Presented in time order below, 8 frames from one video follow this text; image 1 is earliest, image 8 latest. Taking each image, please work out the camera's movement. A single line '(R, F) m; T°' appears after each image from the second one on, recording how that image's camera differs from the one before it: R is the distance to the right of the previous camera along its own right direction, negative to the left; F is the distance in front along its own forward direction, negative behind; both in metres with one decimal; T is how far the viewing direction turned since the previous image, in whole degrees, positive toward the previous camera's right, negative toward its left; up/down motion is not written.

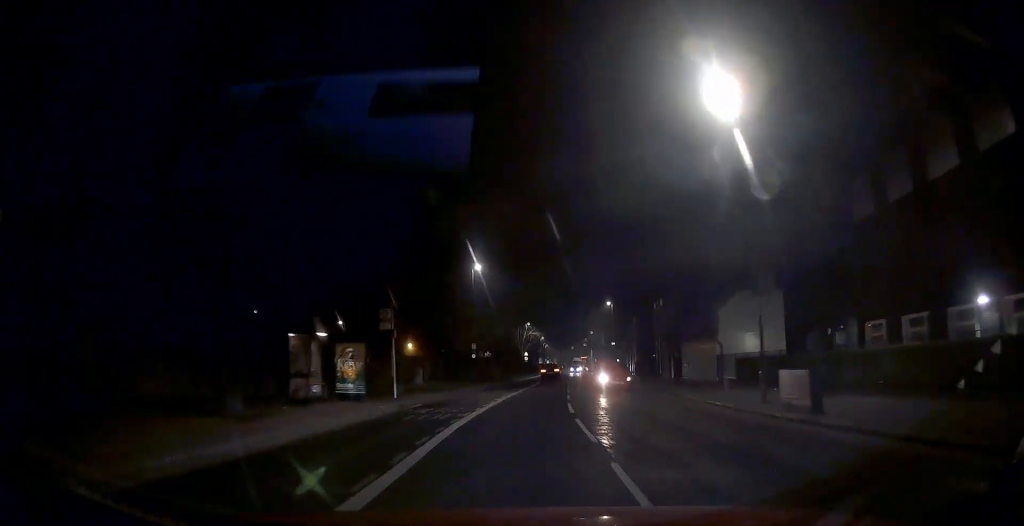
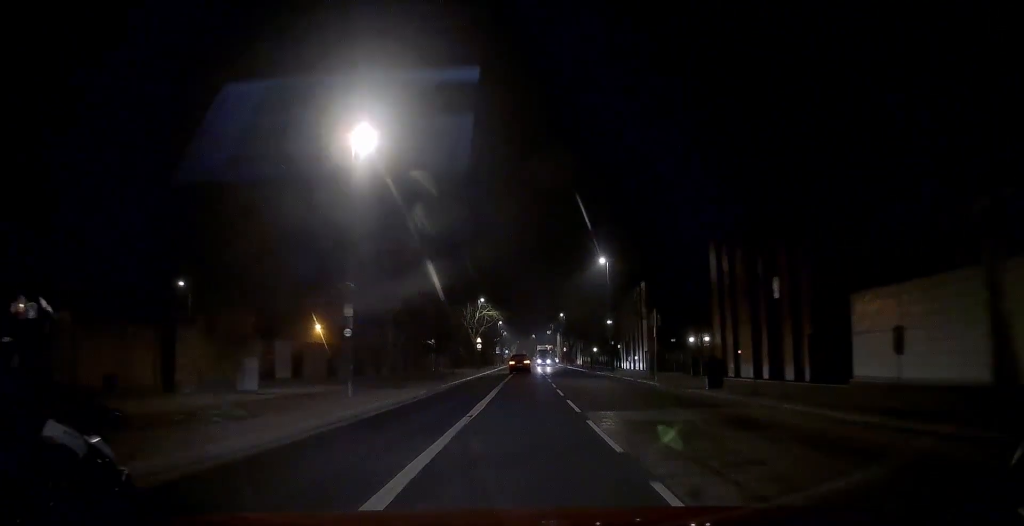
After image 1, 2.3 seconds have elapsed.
(+0.9, +28.4) m; +4°
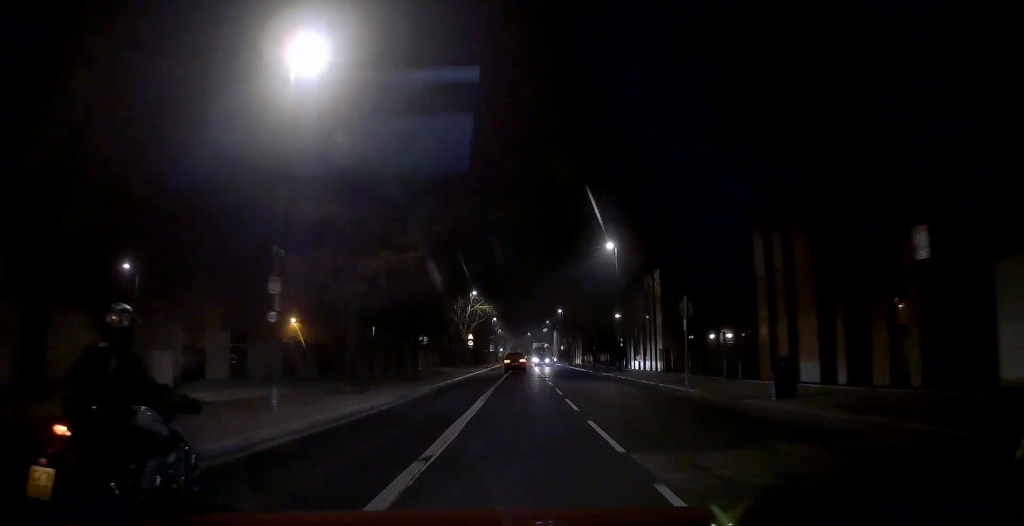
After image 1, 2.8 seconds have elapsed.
(+0.1, +6.4) m; +1°
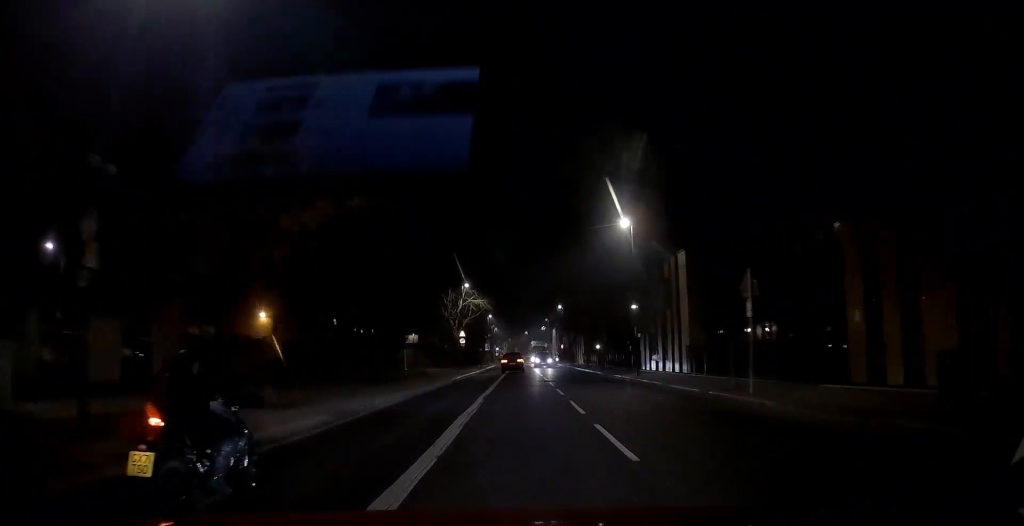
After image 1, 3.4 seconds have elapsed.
(0.0, +7.3) m; 0°
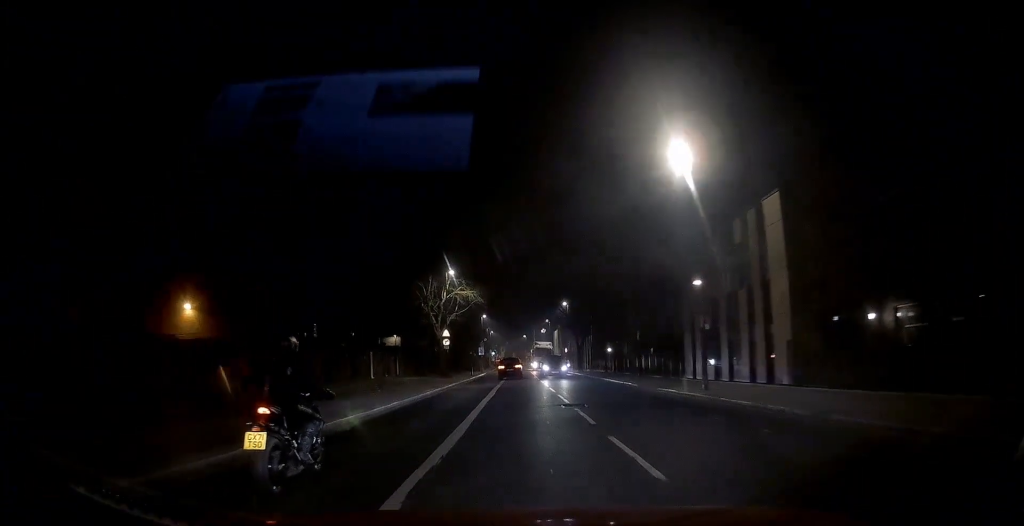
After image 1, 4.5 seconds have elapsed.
(0.0, +13.1) m; 0°
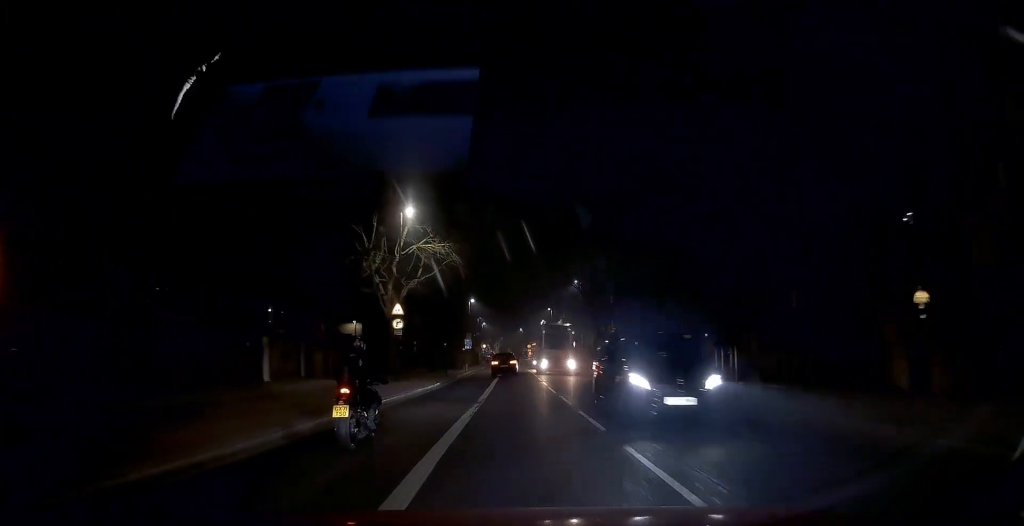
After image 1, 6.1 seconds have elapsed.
(0.0, +19.2) m; 0°
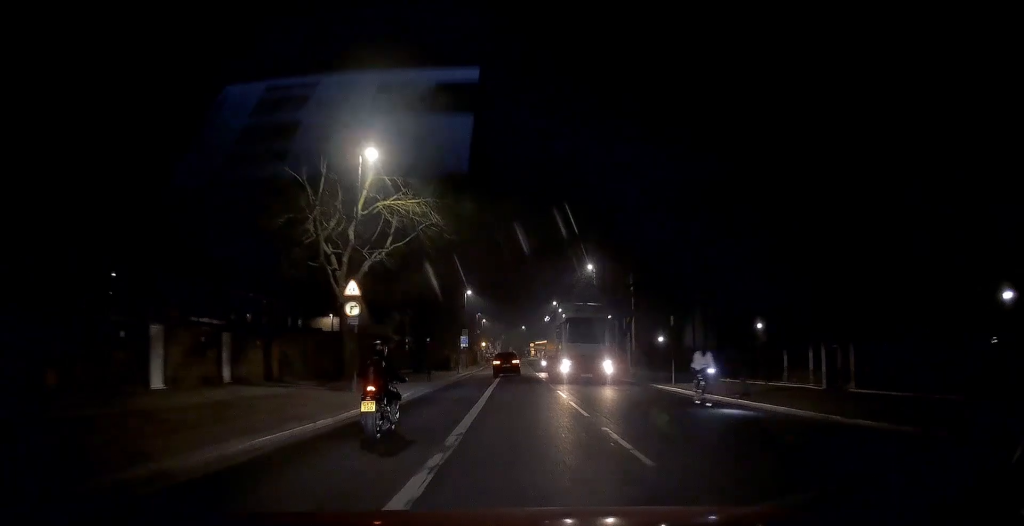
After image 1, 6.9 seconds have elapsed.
(0.0, +8.5) m; 0°
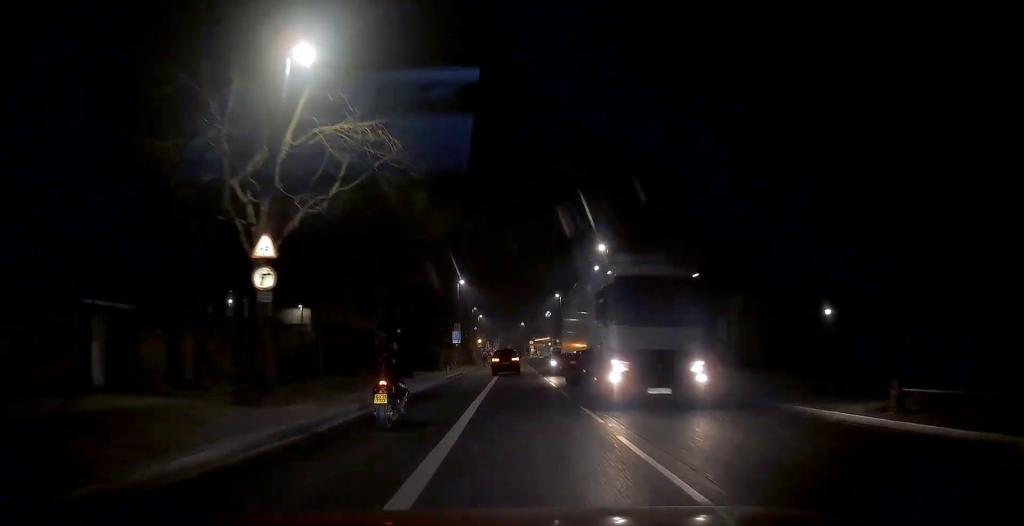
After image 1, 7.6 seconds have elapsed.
(0.0, +6.9) m; 0°
